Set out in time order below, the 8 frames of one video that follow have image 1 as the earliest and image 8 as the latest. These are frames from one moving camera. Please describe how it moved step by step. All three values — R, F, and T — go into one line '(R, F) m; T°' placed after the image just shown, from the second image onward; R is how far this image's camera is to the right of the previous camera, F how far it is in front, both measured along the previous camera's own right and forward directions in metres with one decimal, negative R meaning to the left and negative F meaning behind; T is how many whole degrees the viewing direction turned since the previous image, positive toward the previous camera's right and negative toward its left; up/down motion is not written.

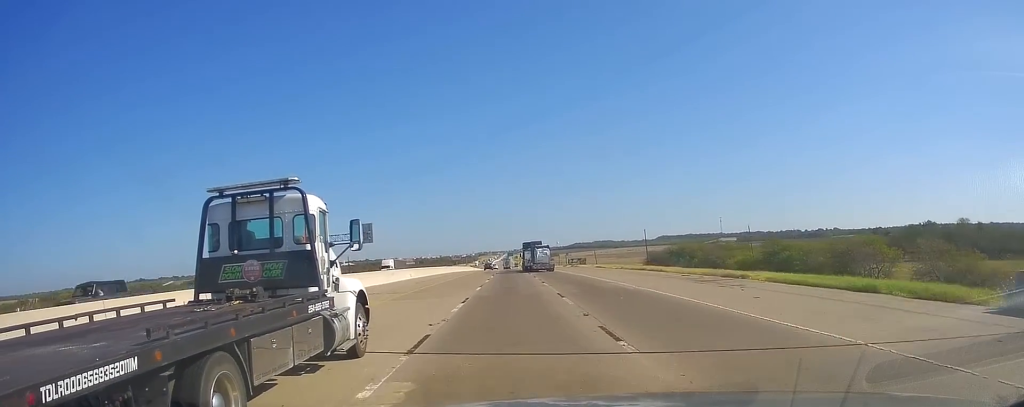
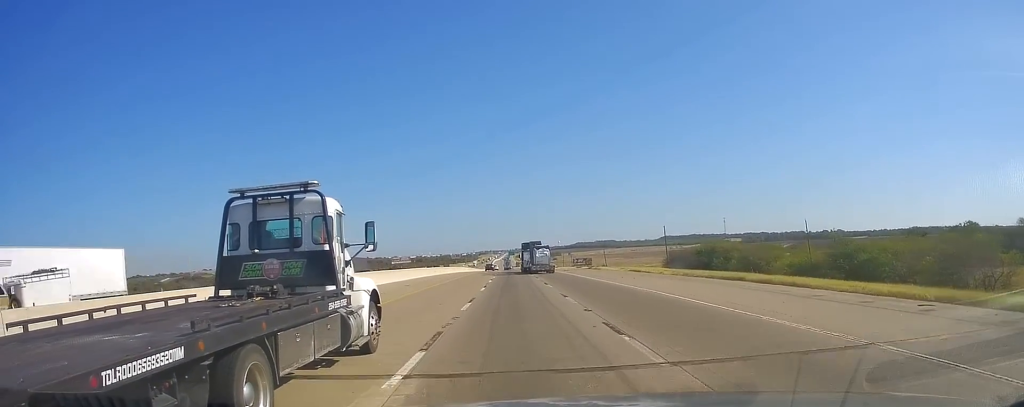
(0.0, +23.3) m; 0°
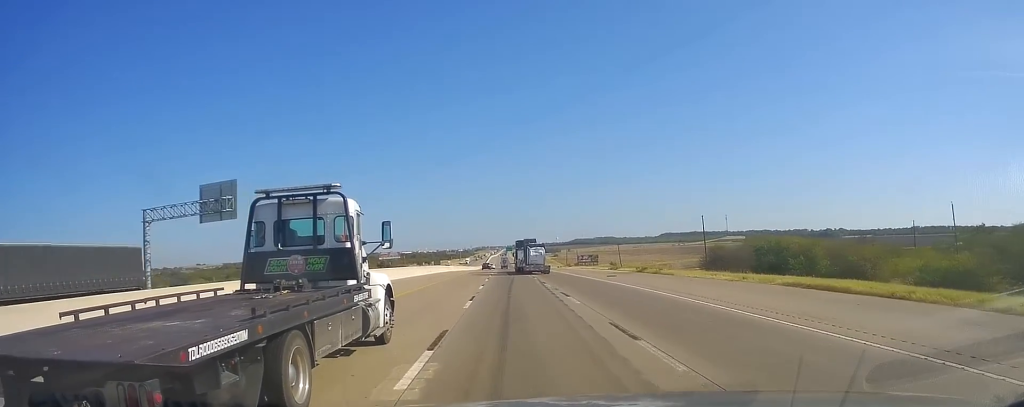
(-0.3, +36.5) m; +1°
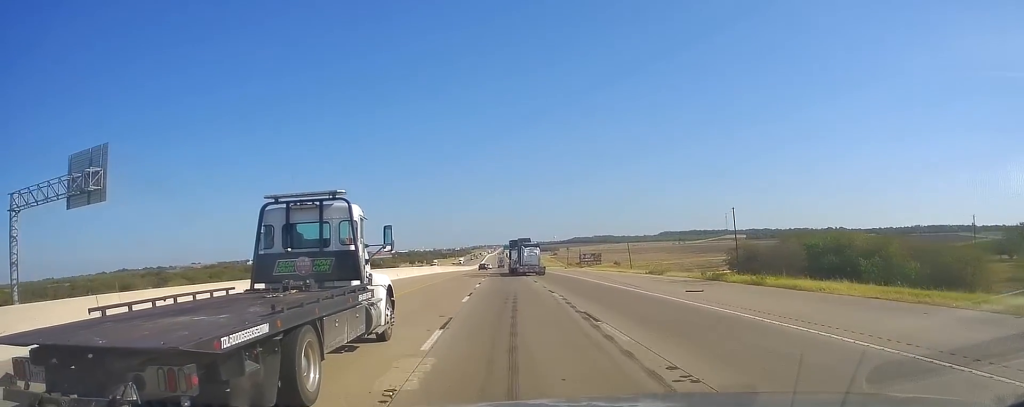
(+0.4, +21.3) m; 0°
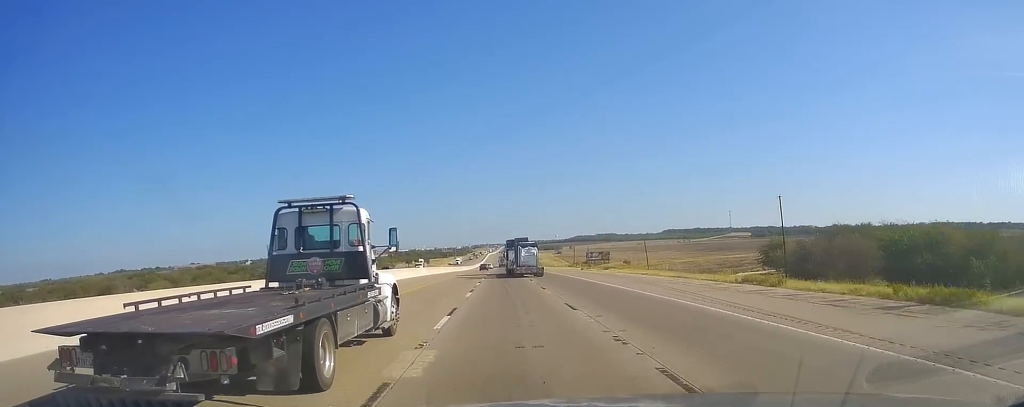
(+0.2, +21.2) m; 0°
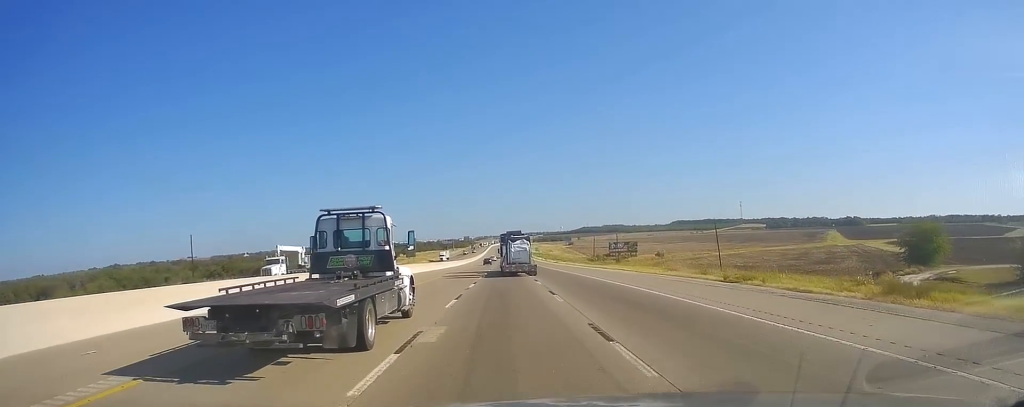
(-1.3, +56.6) m; -1°
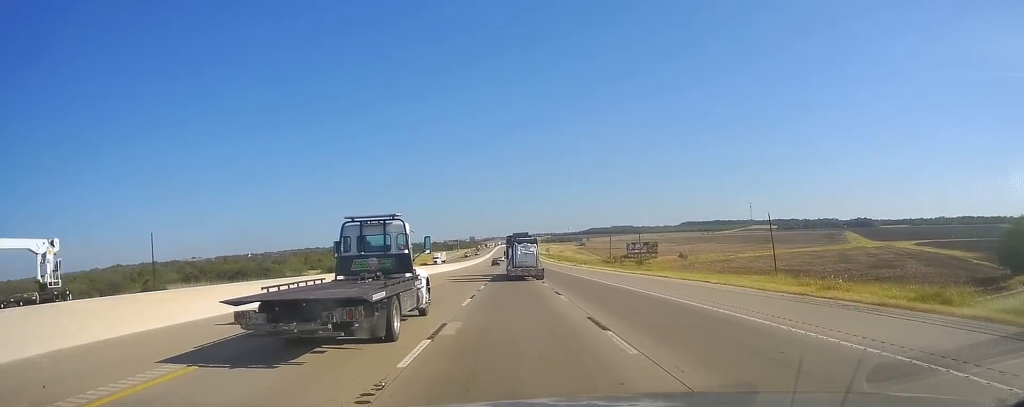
(+0.2, +22.3) m; 0°
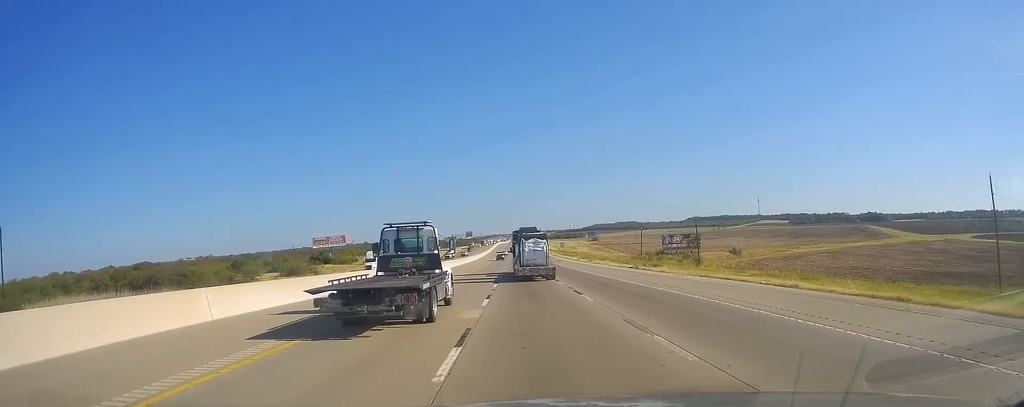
(-0.2, +49.9) m; -1°
